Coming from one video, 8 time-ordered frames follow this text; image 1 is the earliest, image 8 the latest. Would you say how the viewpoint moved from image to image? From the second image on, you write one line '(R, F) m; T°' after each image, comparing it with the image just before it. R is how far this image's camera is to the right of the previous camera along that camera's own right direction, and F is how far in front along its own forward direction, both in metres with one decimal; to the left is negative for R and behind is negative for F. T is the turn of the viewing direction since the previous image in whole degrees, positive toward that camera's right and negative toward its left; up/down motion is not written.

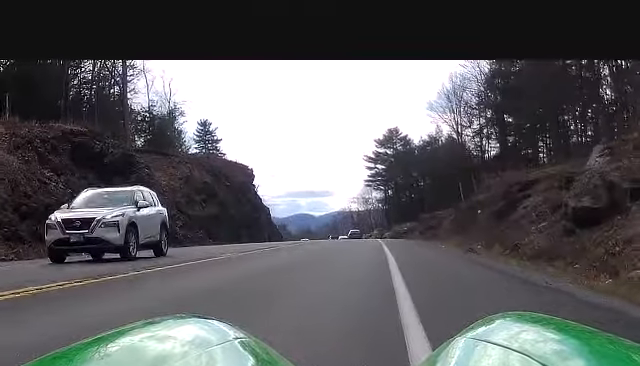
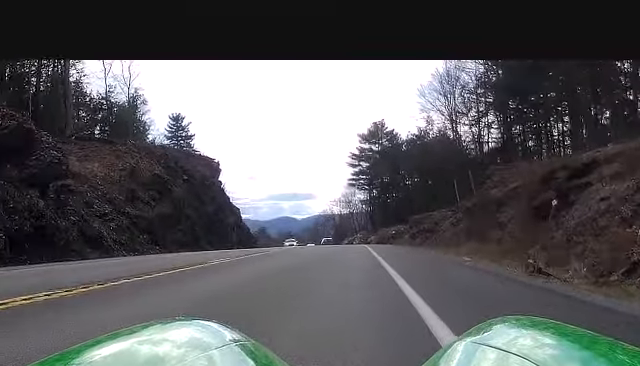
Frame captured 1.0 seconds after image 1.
(-0.2, +12.9) m; -1°
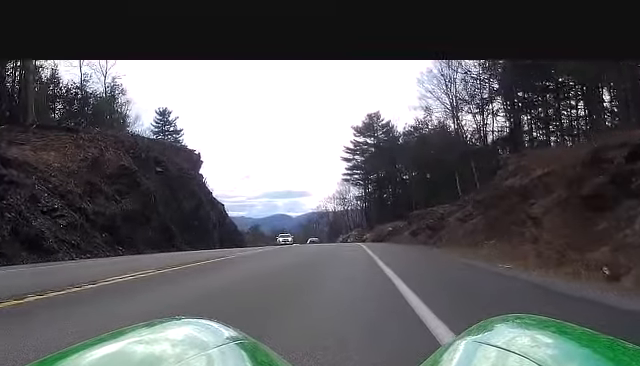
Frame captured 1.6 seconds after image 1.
(0.0, +7.4) m; +1°
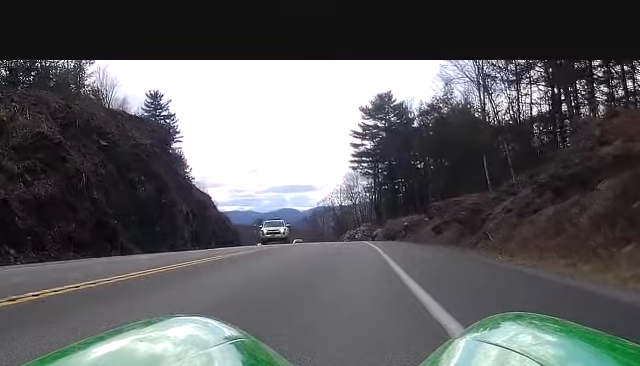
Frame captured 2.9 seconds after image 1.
(+0.4, +15.5) m; +2°
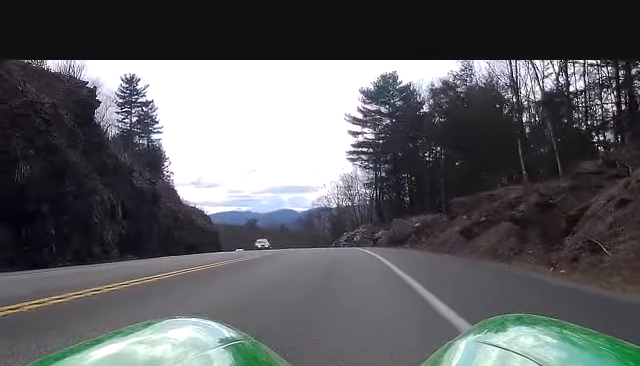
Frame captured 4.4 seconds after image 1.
(0.0, +17.9) m; -1°
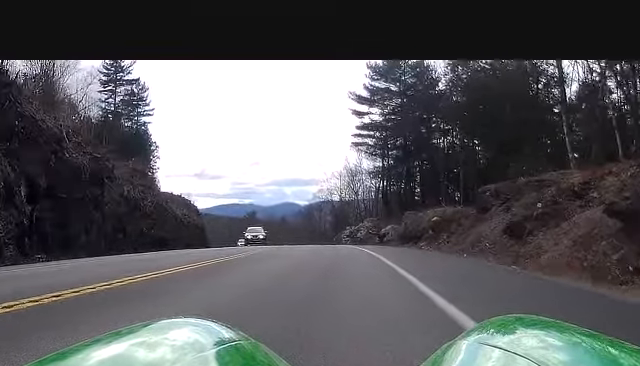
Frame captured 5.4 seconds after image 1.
(-0.1, +13.2) m; 0°
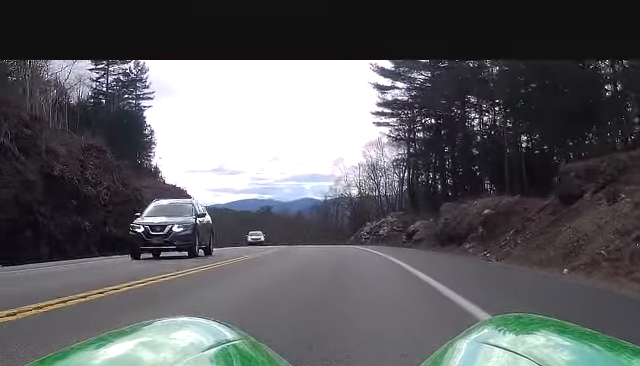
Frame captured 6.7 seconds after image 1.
(+0.1, +15.4) m; -1°
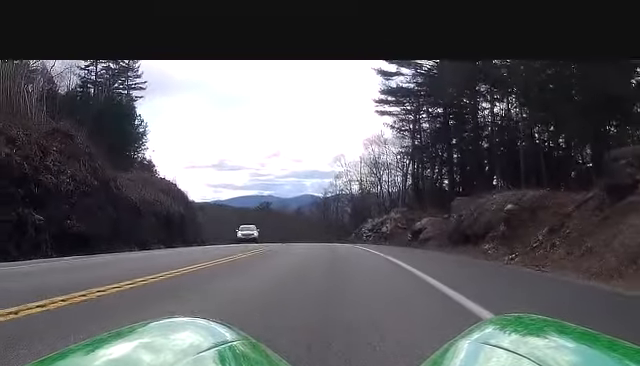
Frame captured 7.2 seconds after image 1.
(0.0, +6.2) m; -1°
